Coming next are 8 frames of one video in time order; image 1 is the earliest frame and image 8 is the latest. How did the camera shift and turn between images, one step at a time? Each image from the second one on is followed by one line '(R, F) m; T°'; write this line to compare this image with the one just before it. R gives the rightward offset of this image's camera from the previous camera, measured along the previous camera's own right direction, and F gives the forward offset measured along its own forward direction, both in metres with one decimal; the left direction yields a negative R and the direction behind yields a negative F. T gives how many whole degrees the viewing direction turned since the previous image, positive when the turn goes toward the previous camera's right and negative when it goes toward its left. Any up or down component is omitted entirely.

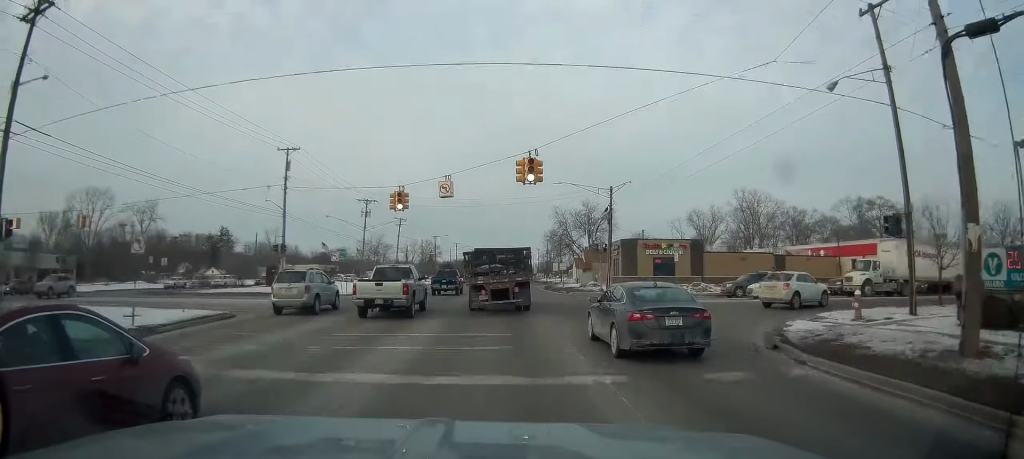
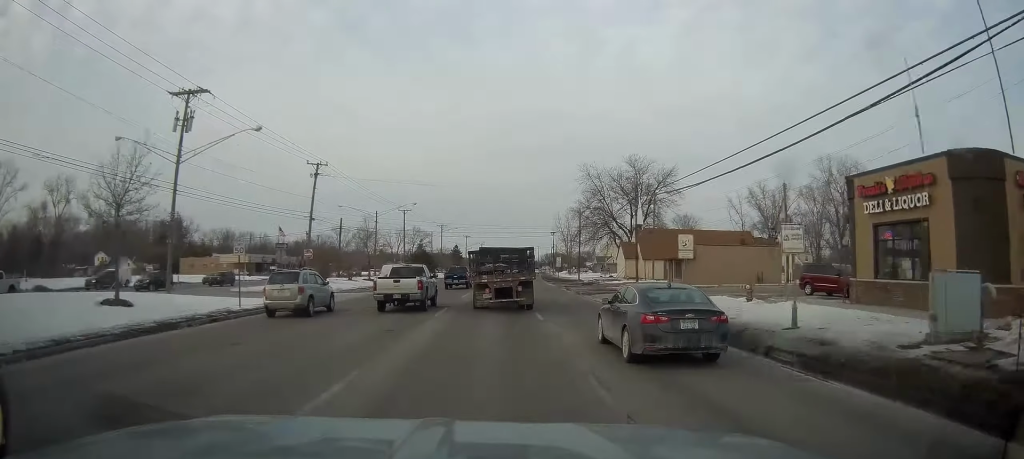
(-0.6, +51.3) m; 0°
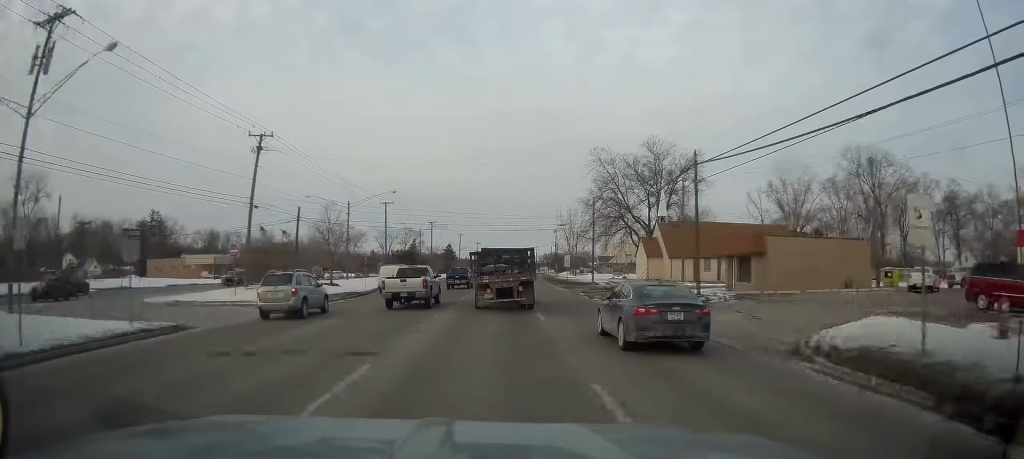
(-0.1, +14.0) m; +1°
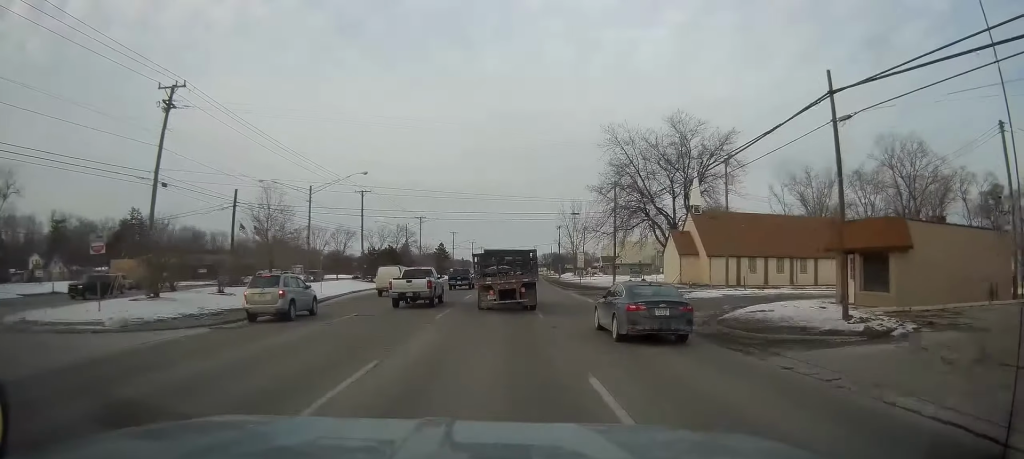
(+0.3, +13.5) m; +1°
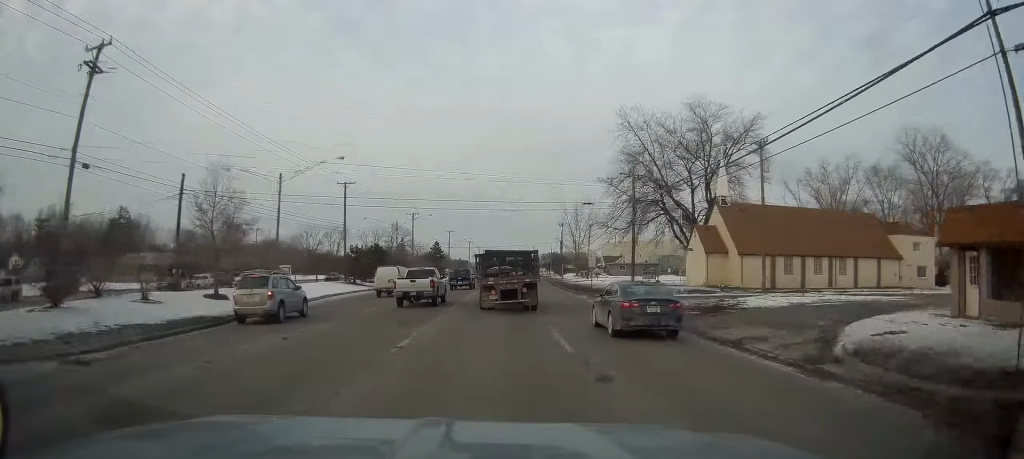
(0.0, +7.8) m; 0°
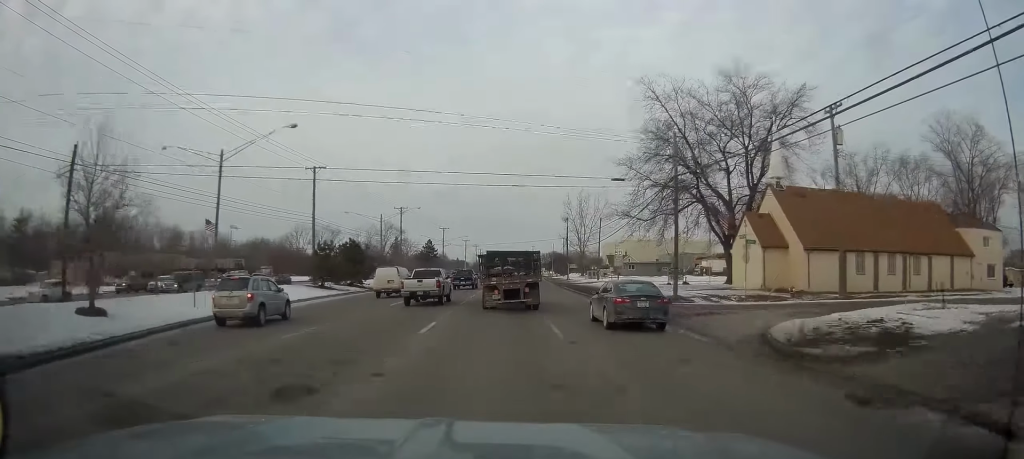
(0.0, +11.1) m; 0°
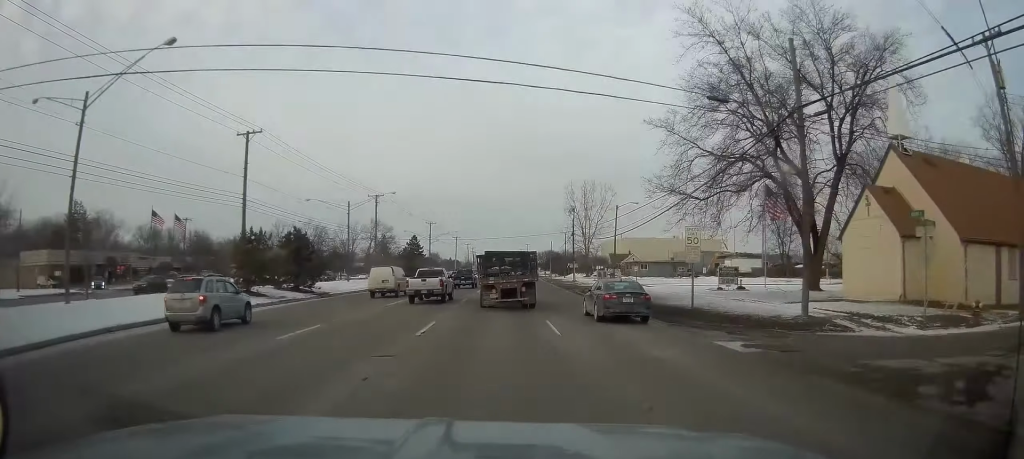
(0.0, +15.2) m; 0°
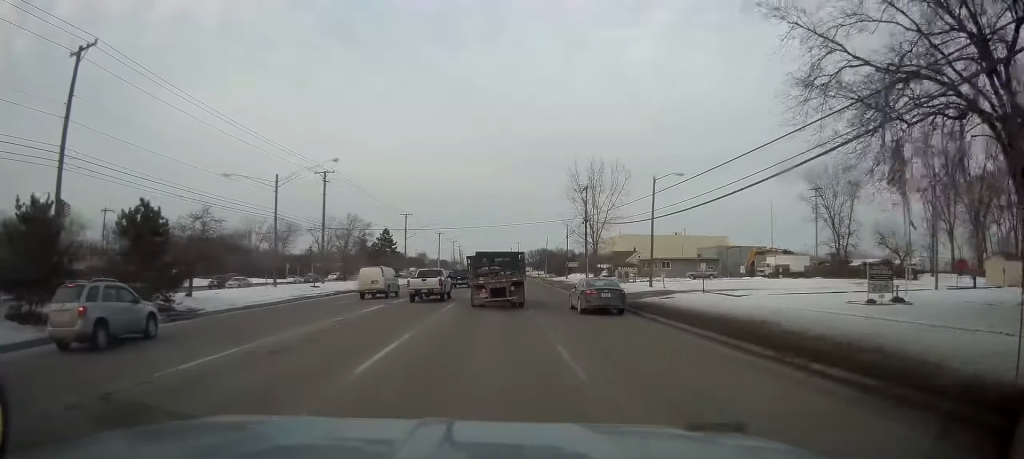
(0.0, +20.0) m; 0°
